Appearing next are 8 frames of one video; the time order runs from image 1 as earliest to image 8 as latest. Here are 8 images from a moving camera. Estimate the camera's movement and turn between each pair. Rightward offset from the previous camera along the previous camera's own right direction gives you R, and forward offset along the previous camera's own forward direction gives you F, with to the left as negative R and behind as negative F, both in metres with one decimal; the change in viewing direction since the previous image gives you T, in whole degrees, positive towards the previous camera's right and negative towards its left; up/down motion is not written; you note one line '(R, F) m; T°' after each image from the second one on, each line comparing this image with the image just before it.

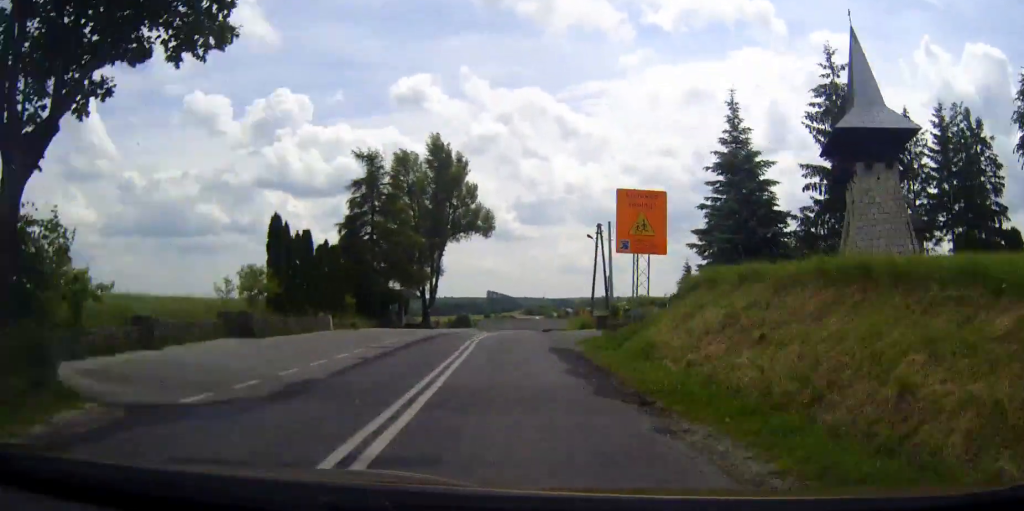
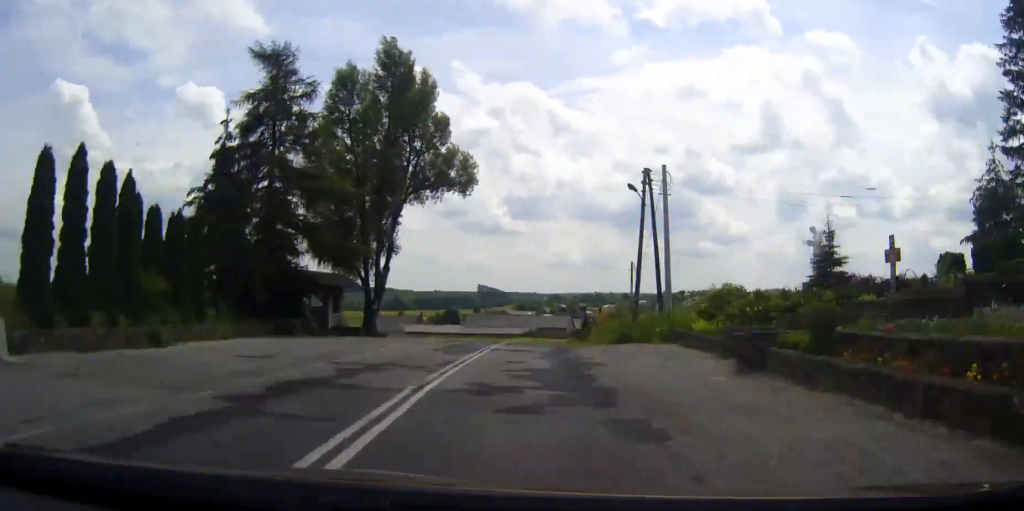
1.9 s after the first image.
(-0.1, +25.7) m; +2°
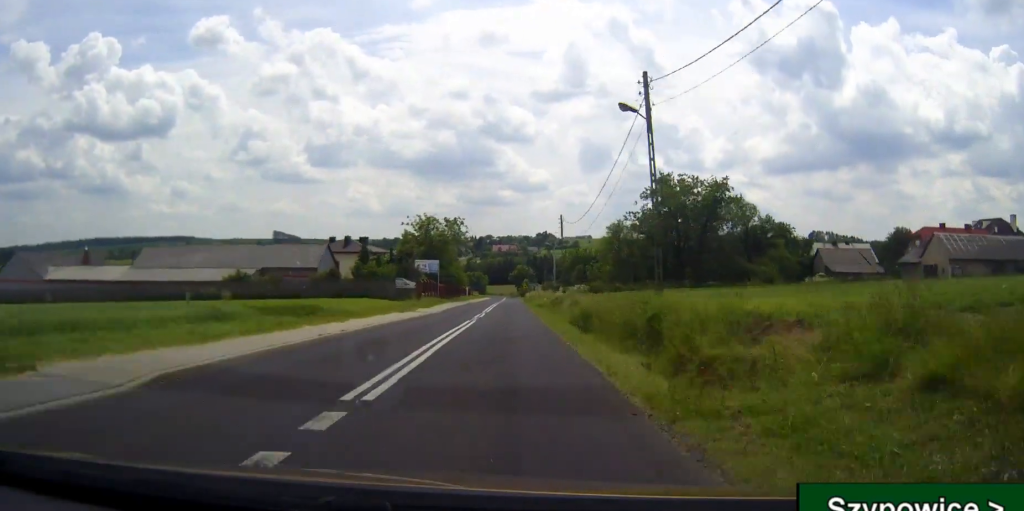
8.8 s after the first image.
(+11.6, +93.8) m; +11°
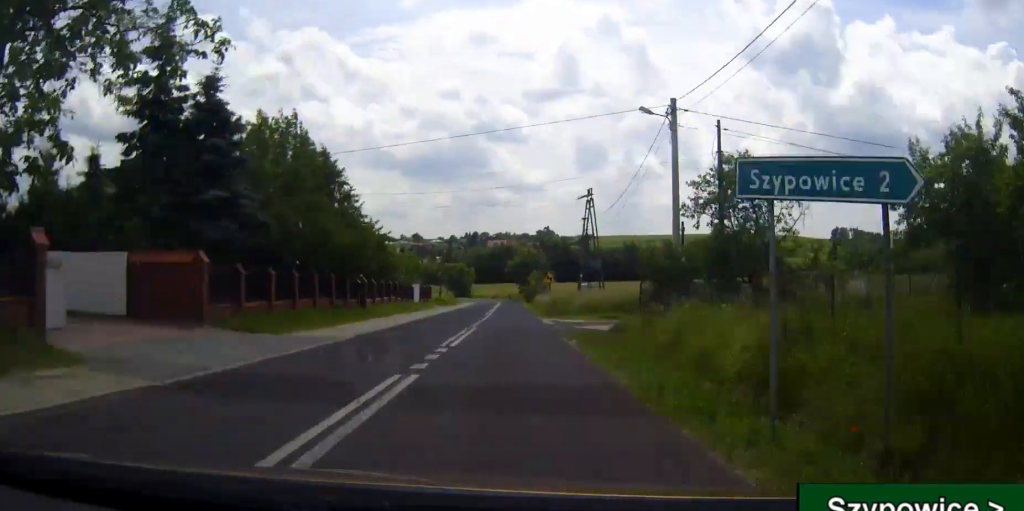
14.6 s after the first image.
(+0.9, +79.5) m; +1°
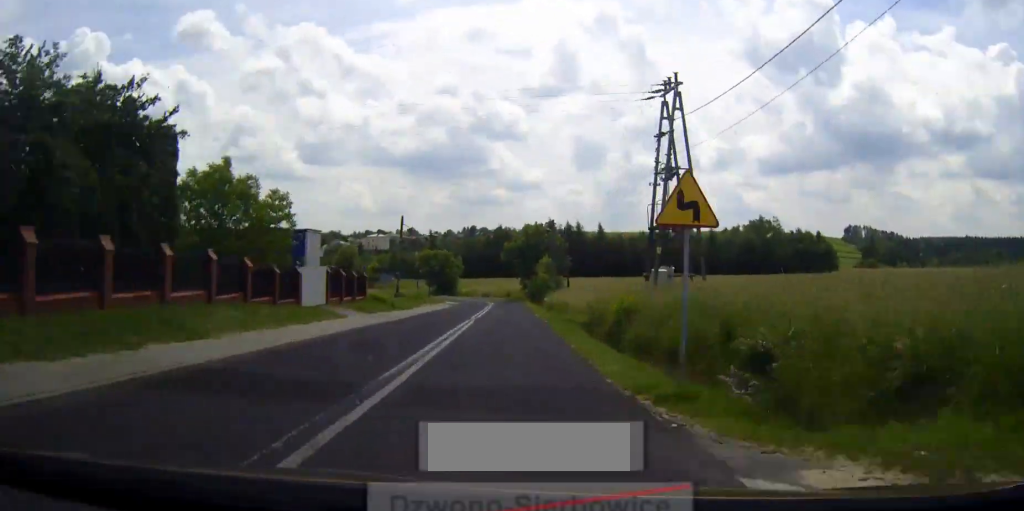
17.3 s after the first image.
(+0.1, +36.2) m; 0°
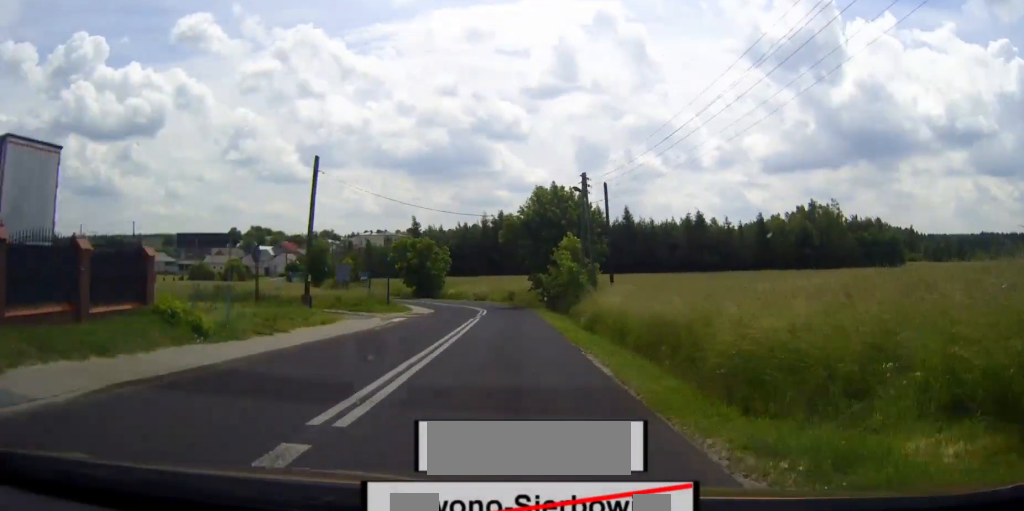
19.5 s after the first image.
(+0.1, +29.0) m; -1°
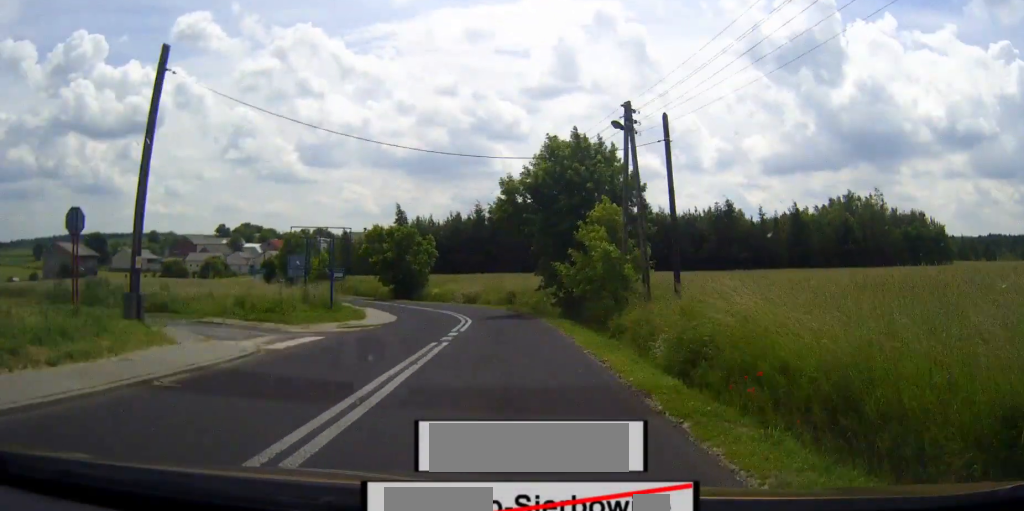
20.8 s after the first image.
(-0.3, +16.8) m; -4°
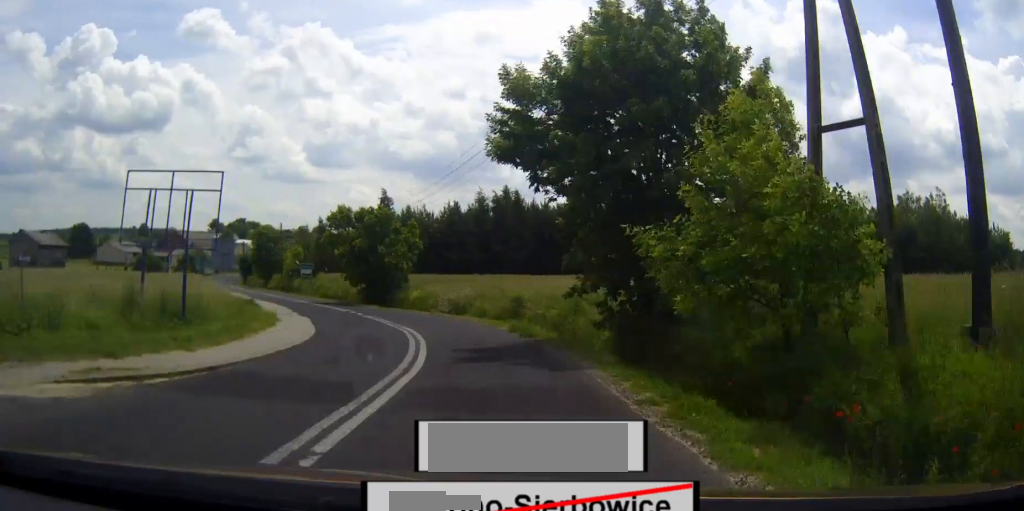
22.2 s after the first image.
(+1.0, +18.0) m; -4°
